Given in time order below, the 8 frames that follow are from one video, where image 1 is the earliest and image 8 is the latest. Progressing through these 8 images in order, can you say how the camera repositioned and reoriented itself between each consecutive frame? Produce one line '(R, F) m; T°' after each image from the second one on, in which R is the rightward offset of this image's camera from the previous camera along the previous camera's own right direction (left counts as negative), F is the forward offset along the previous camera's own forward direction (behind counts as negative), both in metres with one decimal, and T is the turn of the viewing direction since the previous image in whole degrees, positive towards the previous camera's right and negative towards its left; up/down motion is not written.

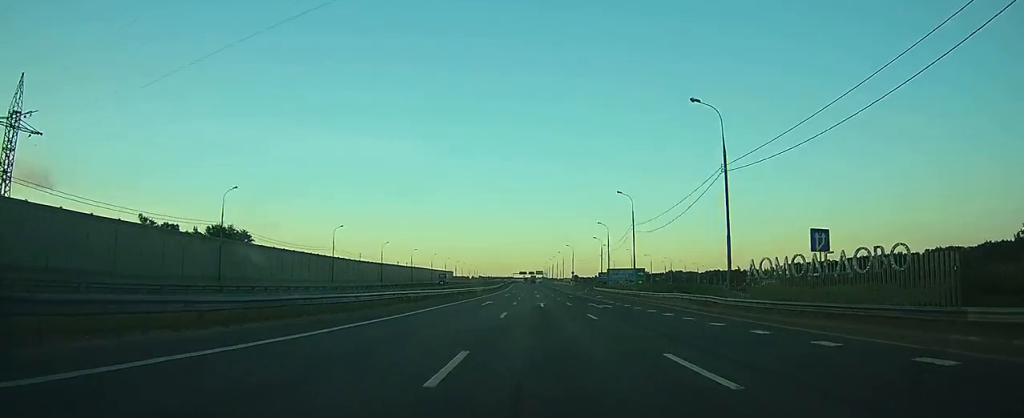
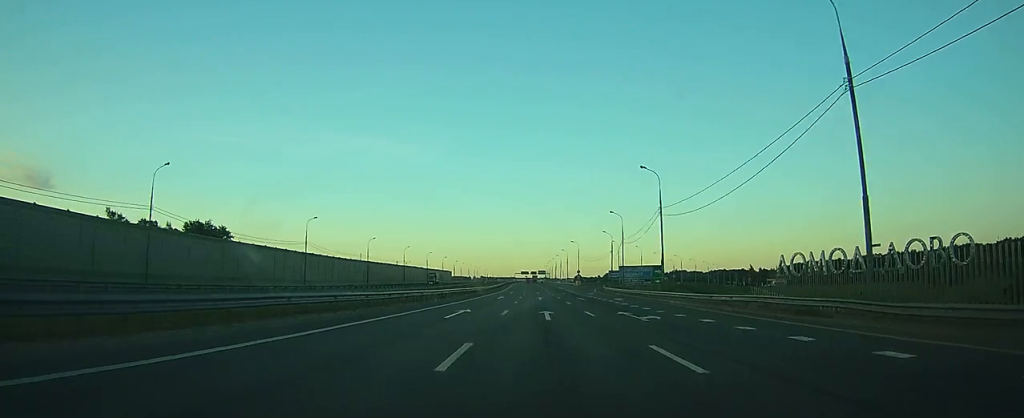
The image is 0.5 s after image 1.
(0.0, +14.8) m; 0°
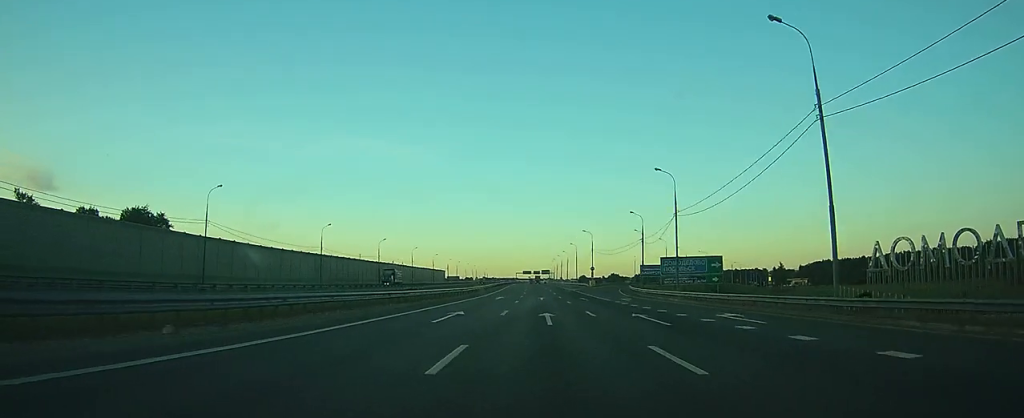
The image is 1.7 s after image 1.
(0.0, +32.3) m; 0°
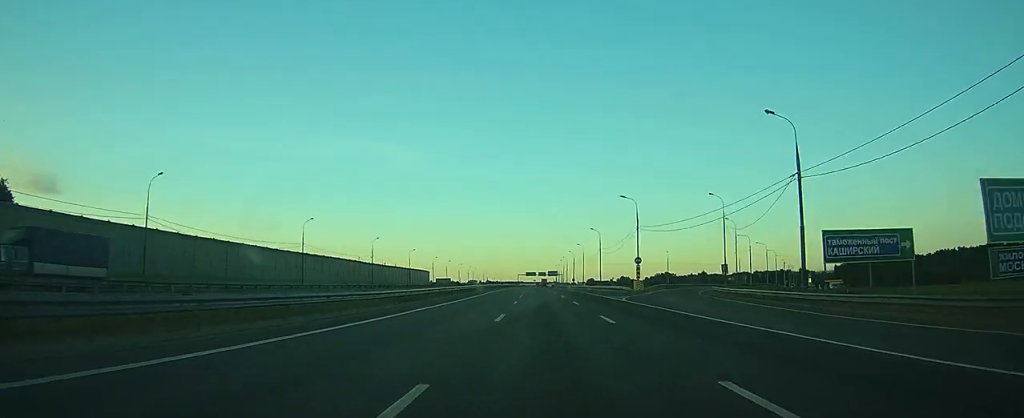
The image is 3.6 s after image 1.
(-0.2, +52.7) m; -1°
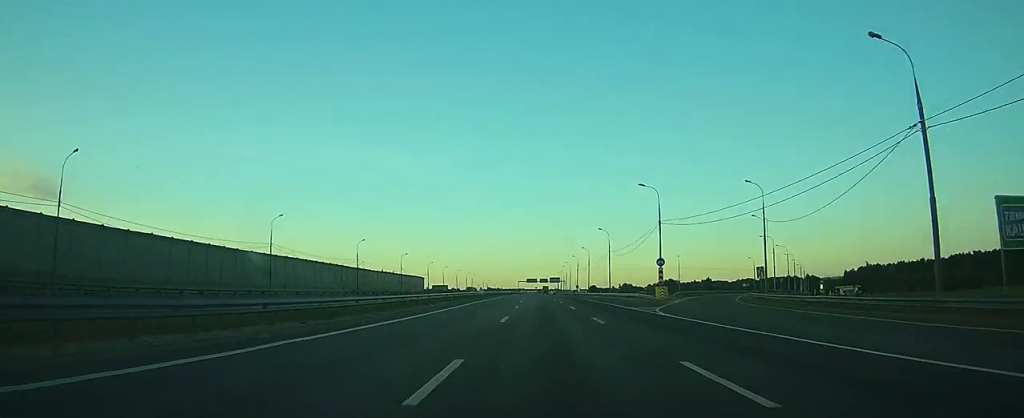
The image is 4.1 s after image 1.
(0.0, +12.9) m; 0°
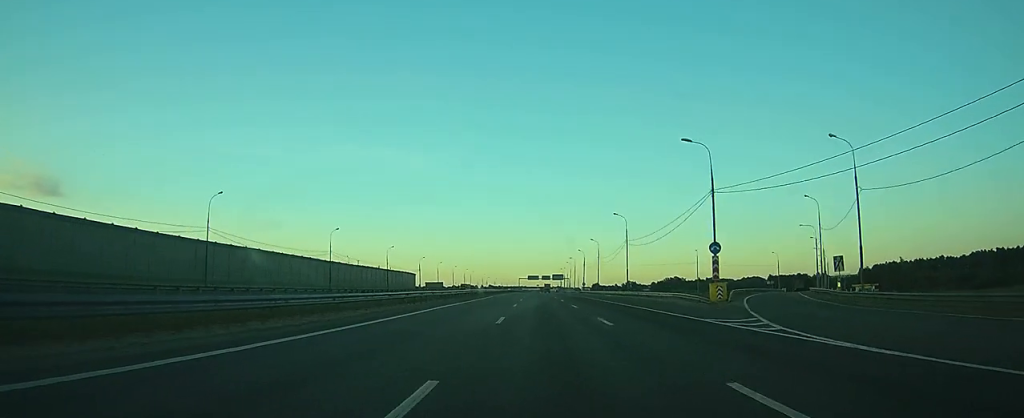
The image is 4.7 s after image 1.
(0.0, +18.4) m; 0°
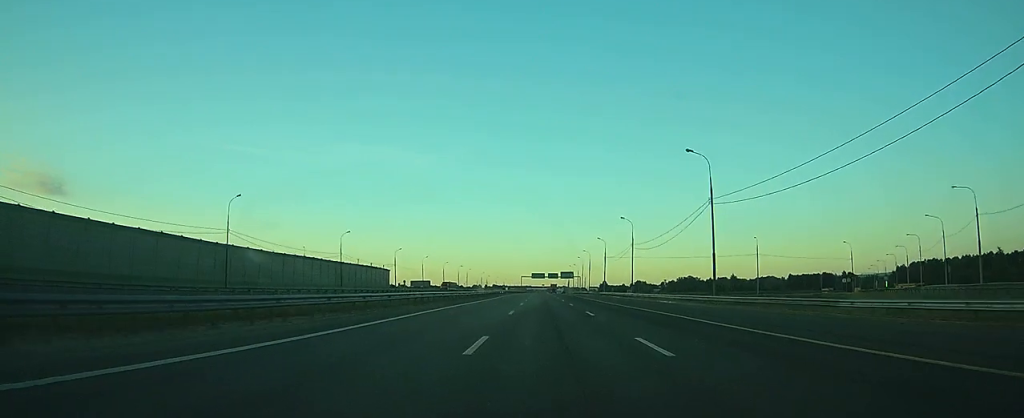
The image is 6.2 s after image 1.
(0.0, +40.4) m; 0°
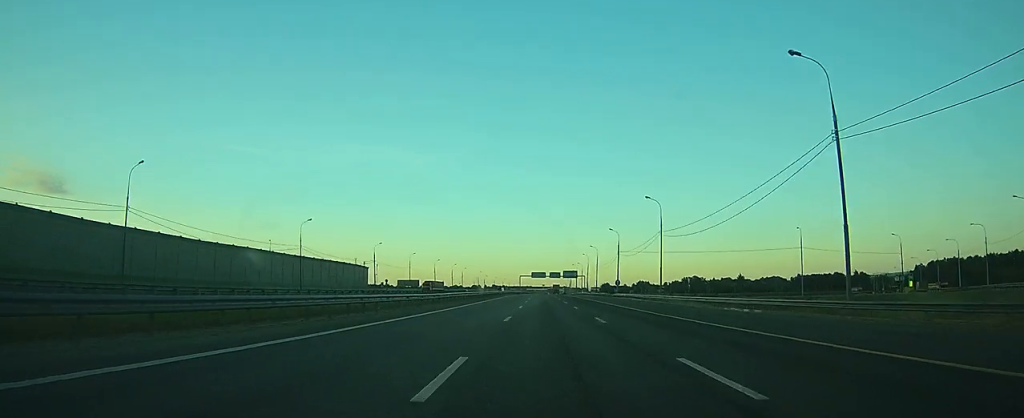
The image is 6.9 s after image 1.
(0.0, +20.2) m; 0°
